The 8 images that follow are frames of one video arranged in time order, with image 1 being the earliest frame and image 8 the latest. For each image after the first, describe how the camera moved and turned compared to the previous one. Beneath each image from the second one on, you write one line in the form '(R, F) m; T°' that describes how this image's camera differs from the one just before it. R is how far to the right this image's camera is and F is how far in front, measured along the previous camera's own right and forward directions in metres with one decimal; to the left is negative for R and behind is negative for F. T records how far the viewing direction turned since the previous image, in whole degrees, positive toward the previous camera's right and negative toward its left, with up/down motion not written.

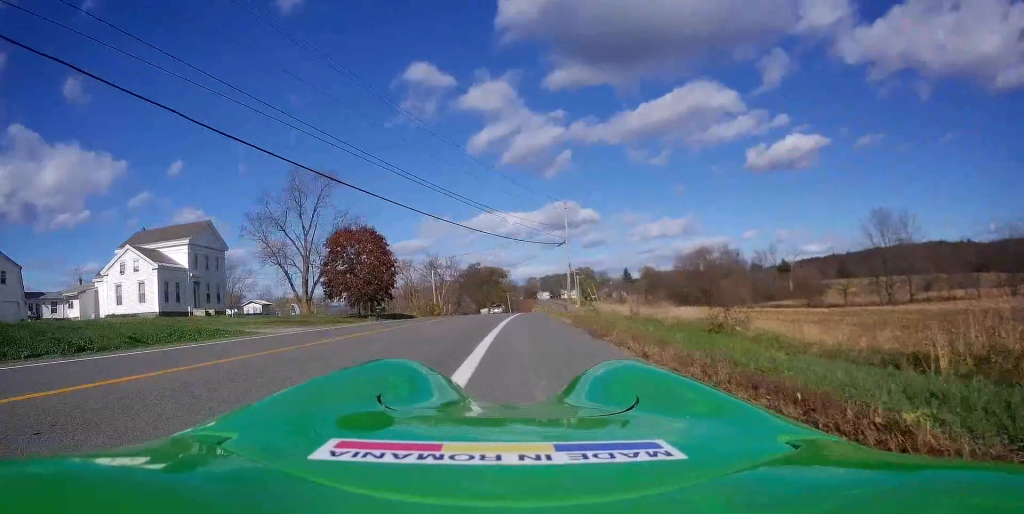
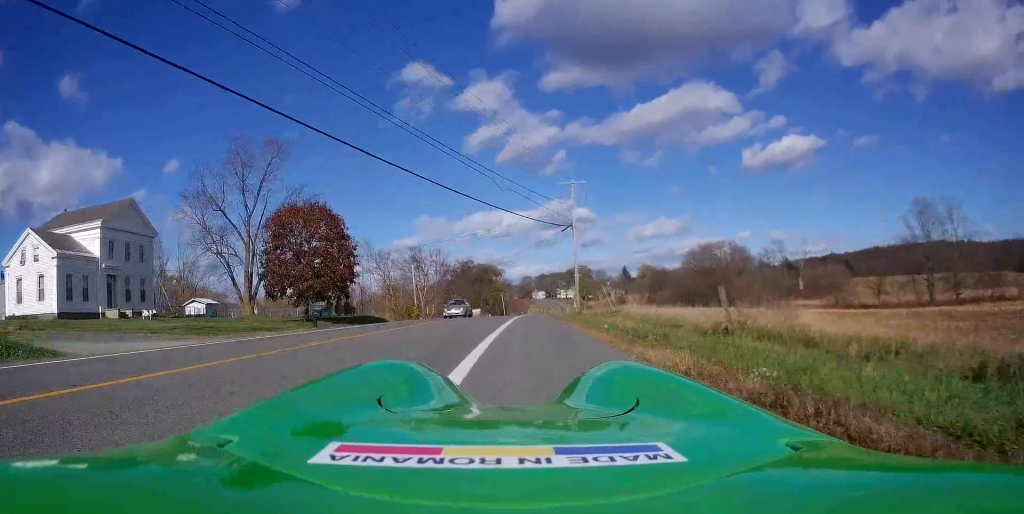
(+0.1, +12.6) m; 0°
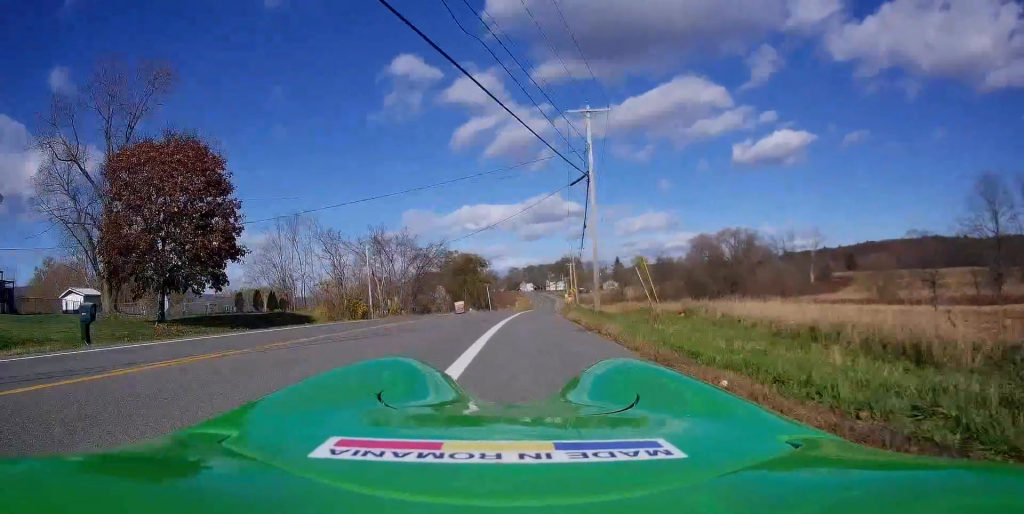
(0.0, +18.6) m; +1°
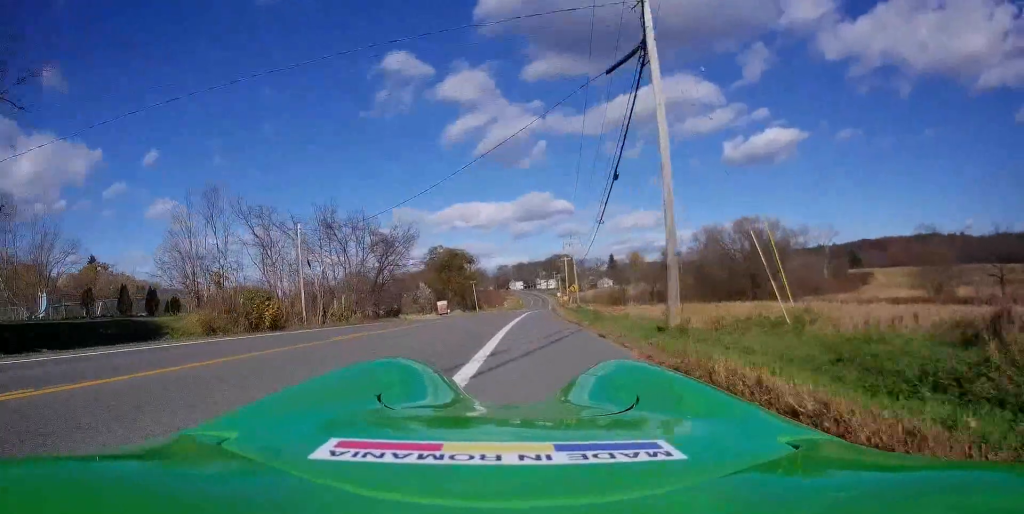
(+0.4, +16.8) m; +2°
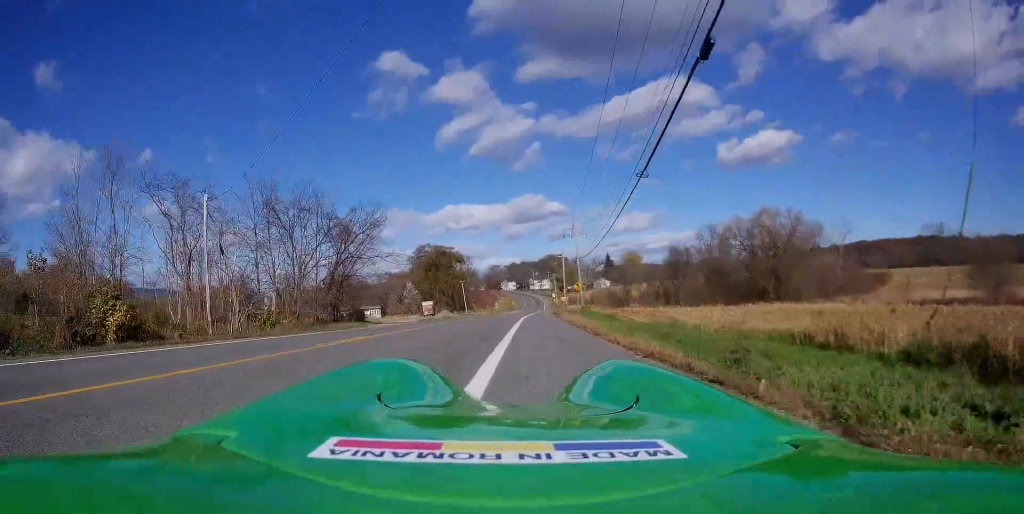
(+0.1, +13.0) m; +1°
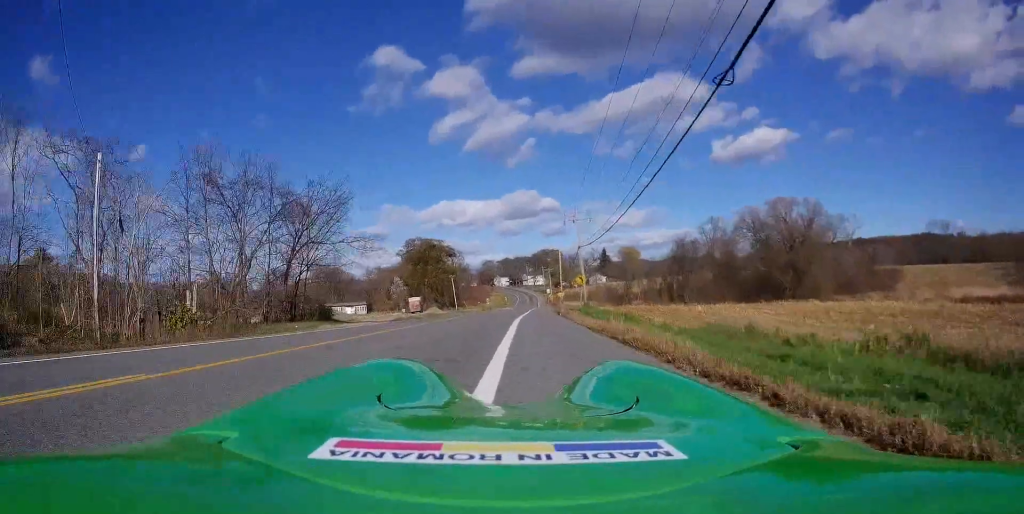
(0.0, +8.9) m; +1°
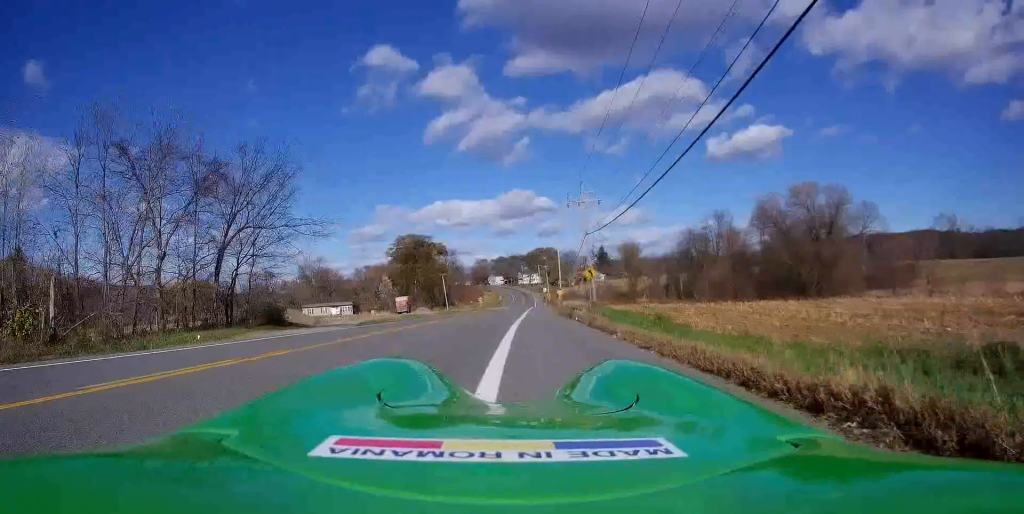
(0.0, +10.1) m; +1°
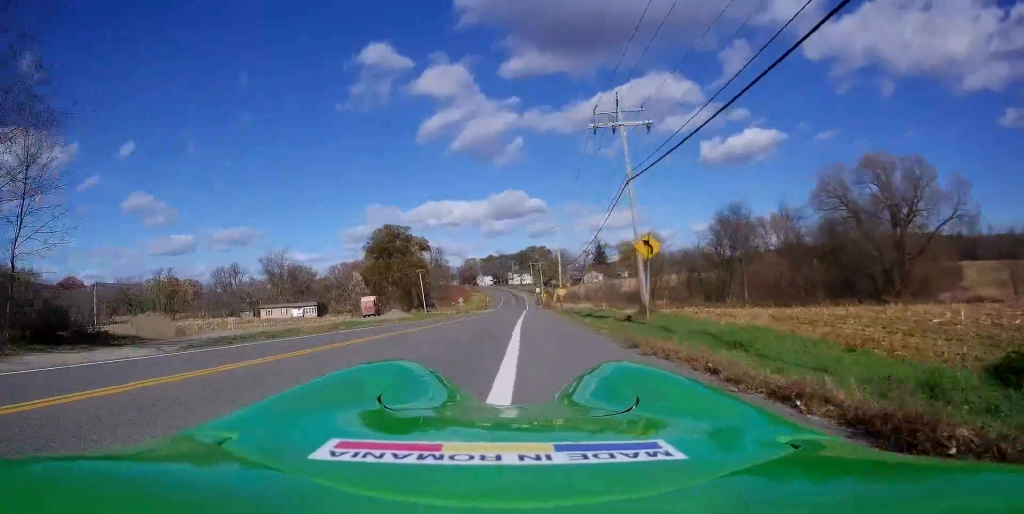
(+0.4, +21.6) m; 0°
